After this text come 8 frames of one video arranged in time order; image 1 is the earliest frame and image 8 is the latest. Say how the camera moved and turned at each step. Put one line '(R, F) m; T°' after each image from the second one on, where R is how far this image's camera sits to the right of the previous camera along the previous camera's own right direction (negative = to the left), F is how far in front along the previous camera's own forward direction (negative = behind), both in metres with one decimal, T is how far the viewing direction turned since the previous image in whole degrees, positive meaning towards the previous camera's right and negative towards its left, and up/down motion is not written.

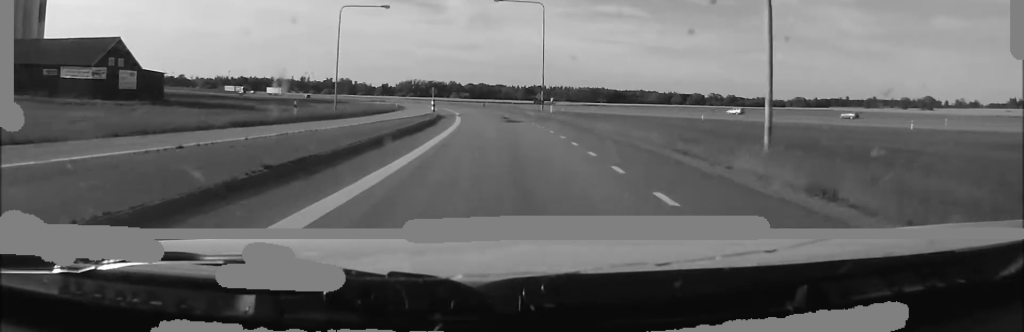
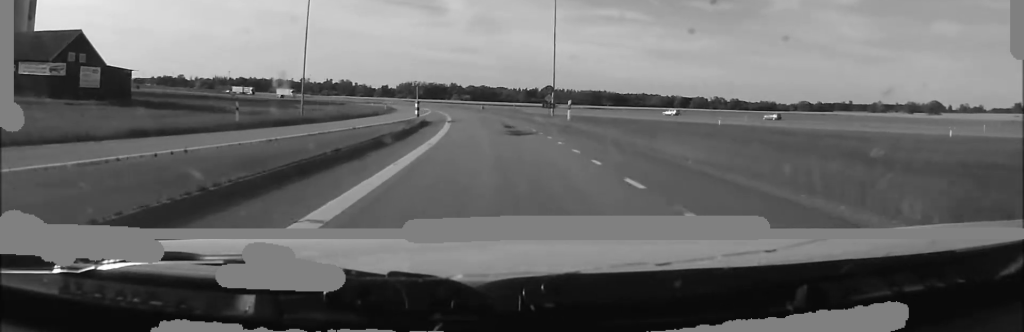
(0.0, +9.8) m; 0°
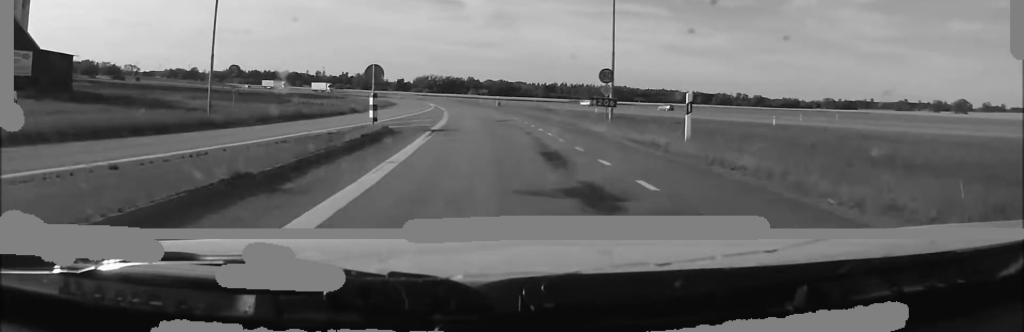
(-0.1, +17.5) m; -1°
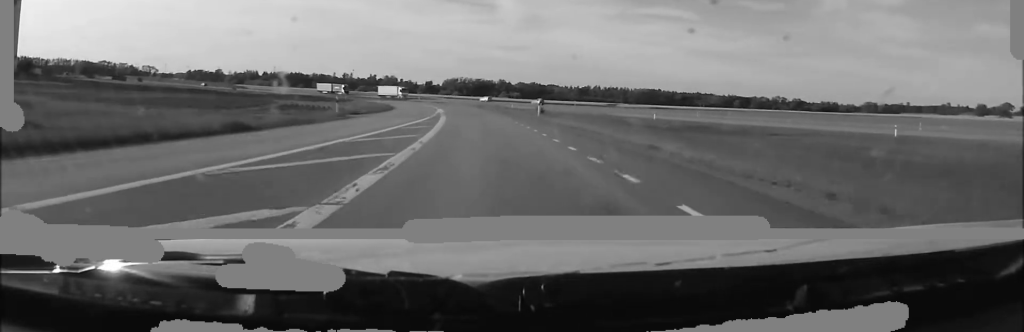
(+0.3, +28.3) m; 0°
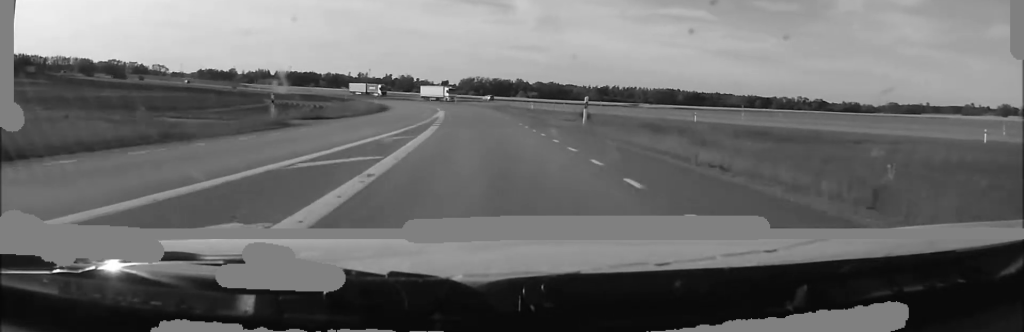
(-0.3, +14.5) m; -2°
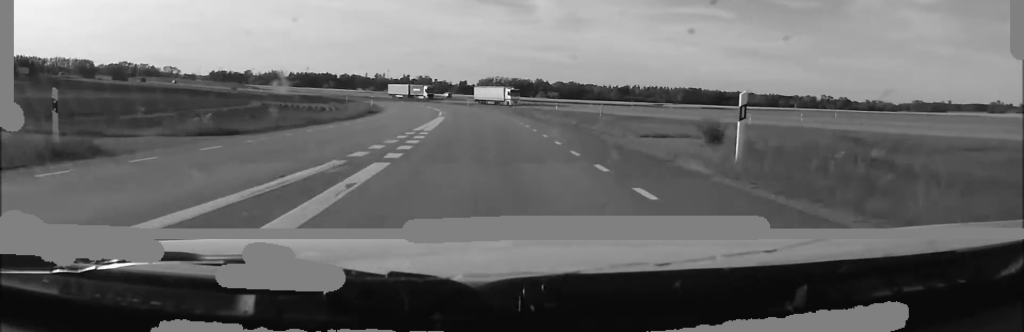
(-0.3, +15.0) m; -1°
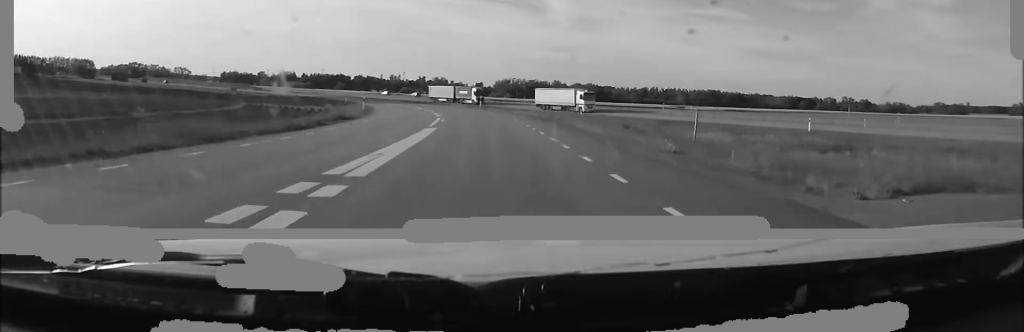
(0.0, +13.5) m; 0°
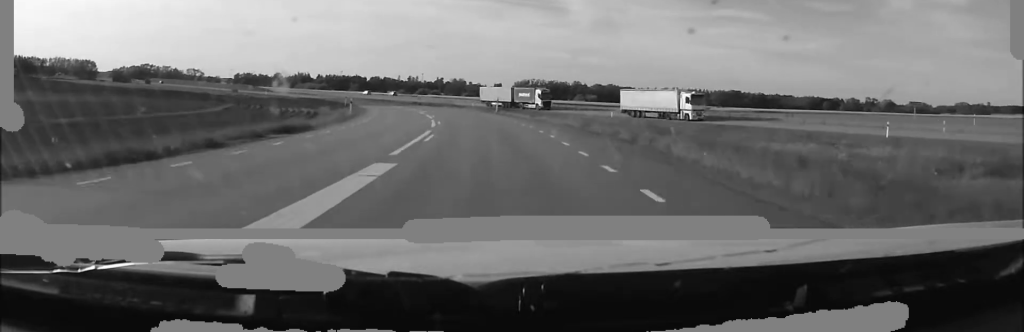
(0.0, +13.5) m; 0°
